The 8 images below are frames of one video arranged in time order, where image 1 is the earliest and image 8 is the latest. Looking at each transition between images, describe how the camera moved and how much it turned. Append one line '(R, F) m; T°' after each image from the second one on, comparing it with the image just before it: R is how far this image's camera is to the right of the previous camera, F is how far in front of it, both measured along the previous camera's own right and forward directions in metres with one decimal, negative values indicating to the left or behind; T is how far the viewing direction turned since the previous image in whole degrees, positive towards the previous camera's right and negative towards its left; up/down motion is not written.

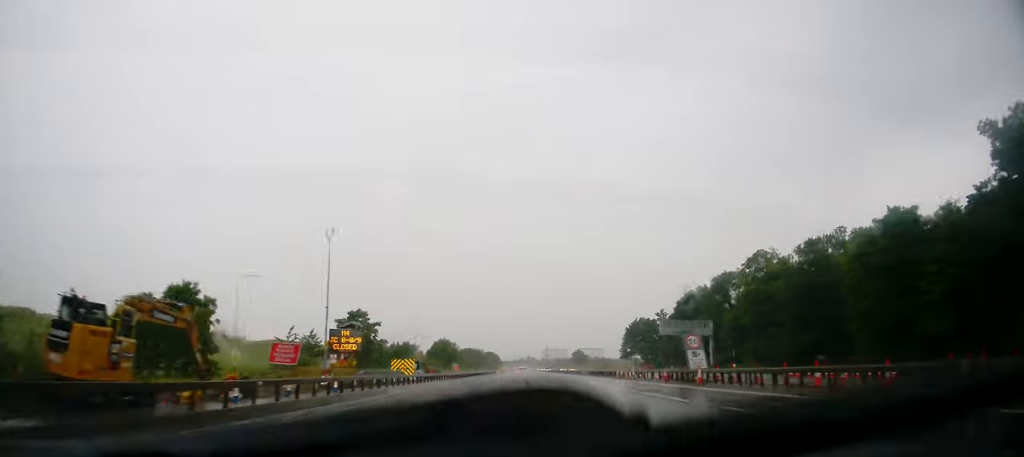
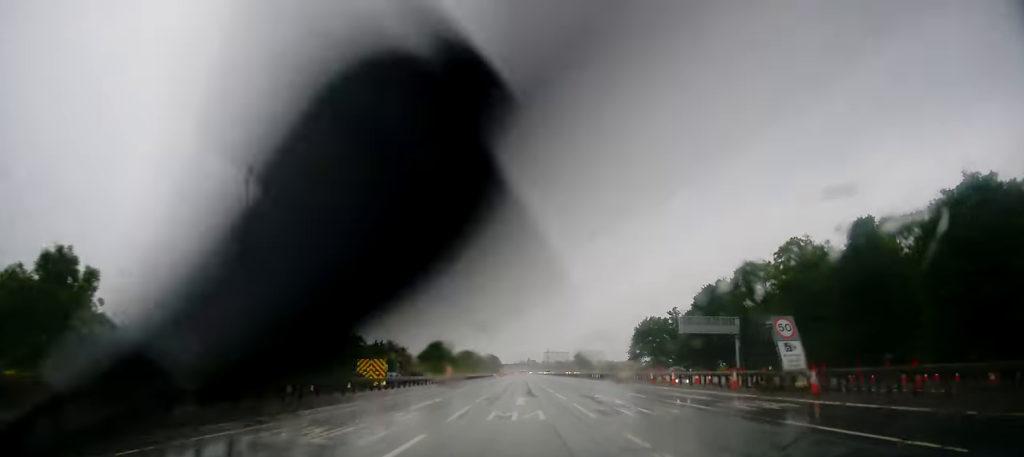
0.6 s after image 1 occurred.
(-0.3, +12.7) m; 0°
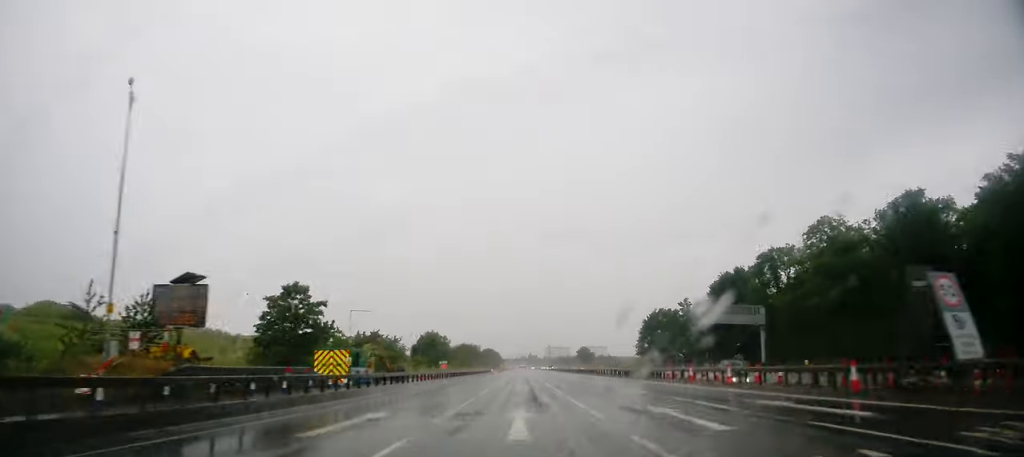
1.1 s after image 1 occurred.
(0.0, +10.0) m; 0°
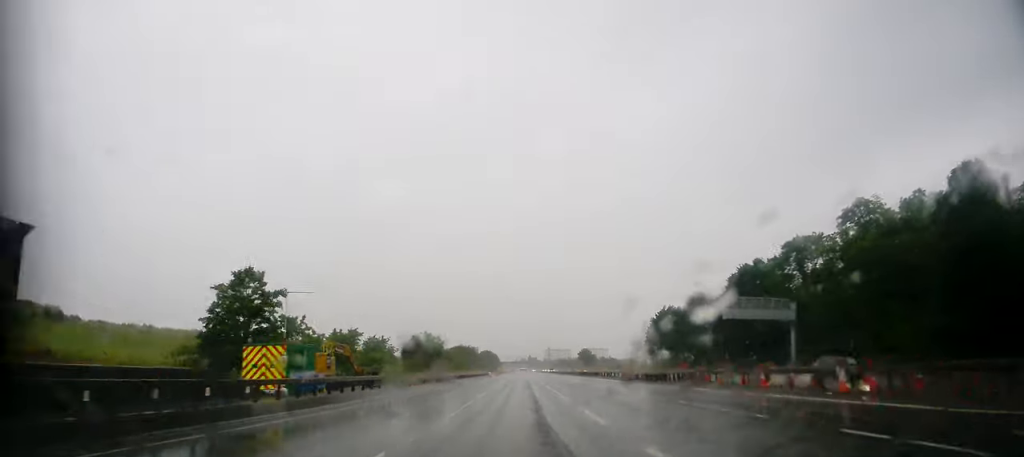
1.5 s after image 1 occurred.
(+0.2, +10.1) m; +1°
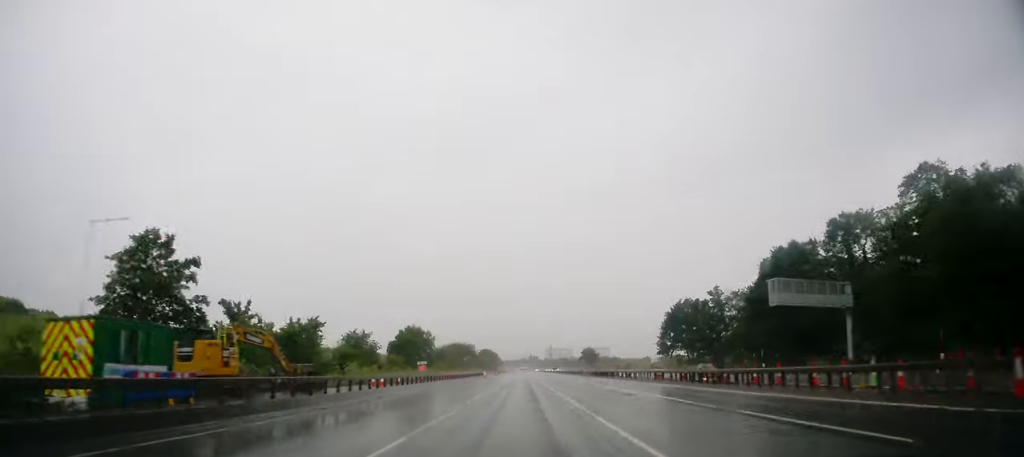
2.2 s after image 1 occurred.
(+0.1, +13.7) m; 0°
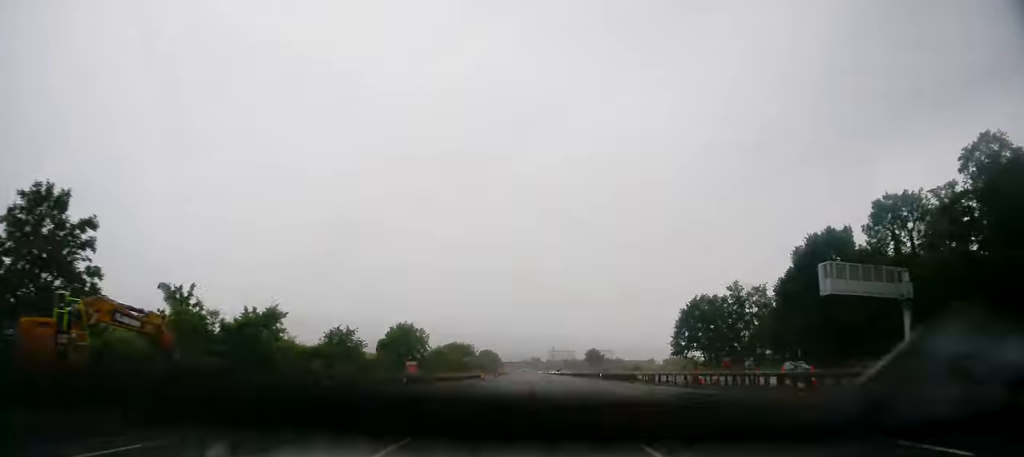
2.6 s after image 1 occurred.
(+0.1, +10.1) m; -1°
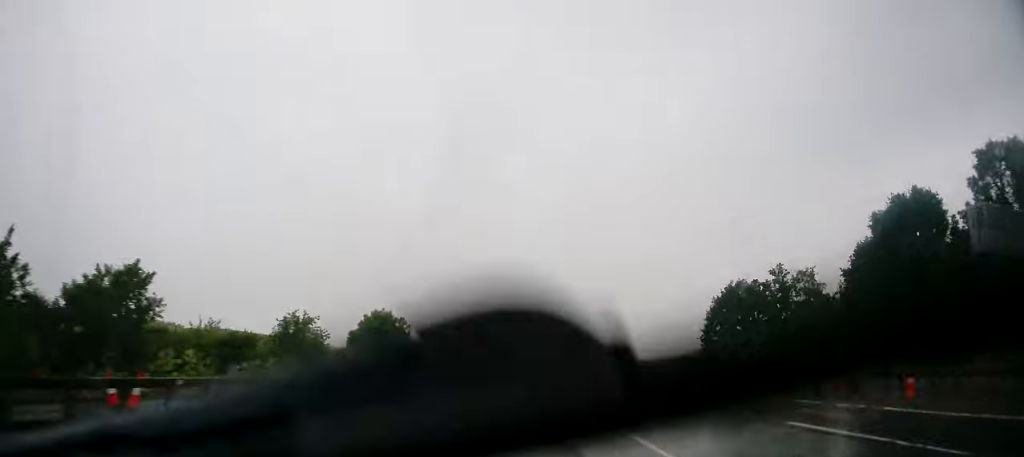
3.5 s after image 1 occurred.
(-0.4, +18.9) m; 0°
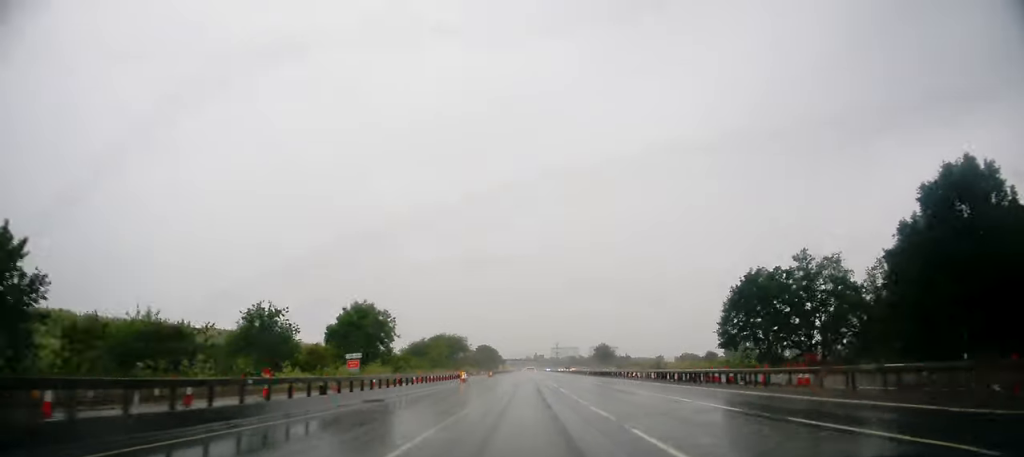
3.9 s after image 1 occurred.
(-0.1, +9.4) m; 0°
